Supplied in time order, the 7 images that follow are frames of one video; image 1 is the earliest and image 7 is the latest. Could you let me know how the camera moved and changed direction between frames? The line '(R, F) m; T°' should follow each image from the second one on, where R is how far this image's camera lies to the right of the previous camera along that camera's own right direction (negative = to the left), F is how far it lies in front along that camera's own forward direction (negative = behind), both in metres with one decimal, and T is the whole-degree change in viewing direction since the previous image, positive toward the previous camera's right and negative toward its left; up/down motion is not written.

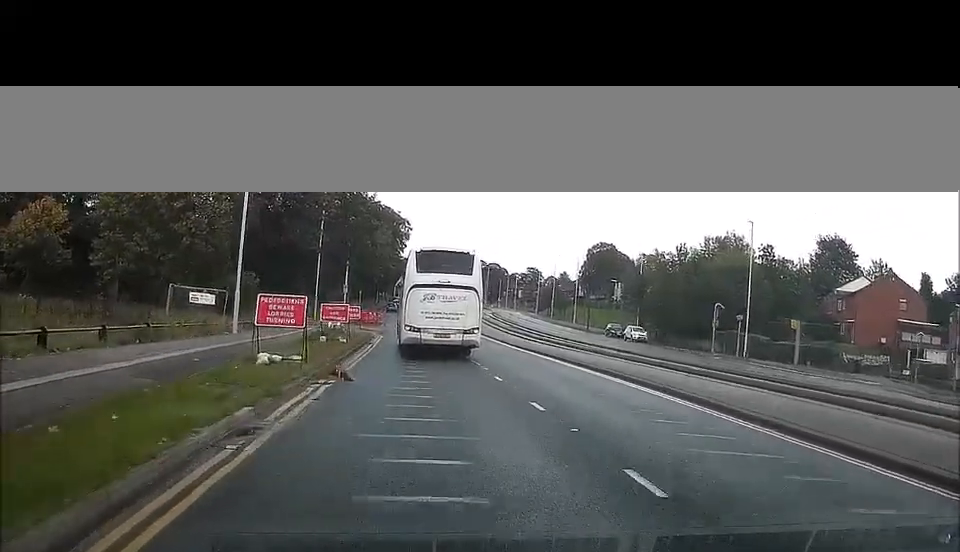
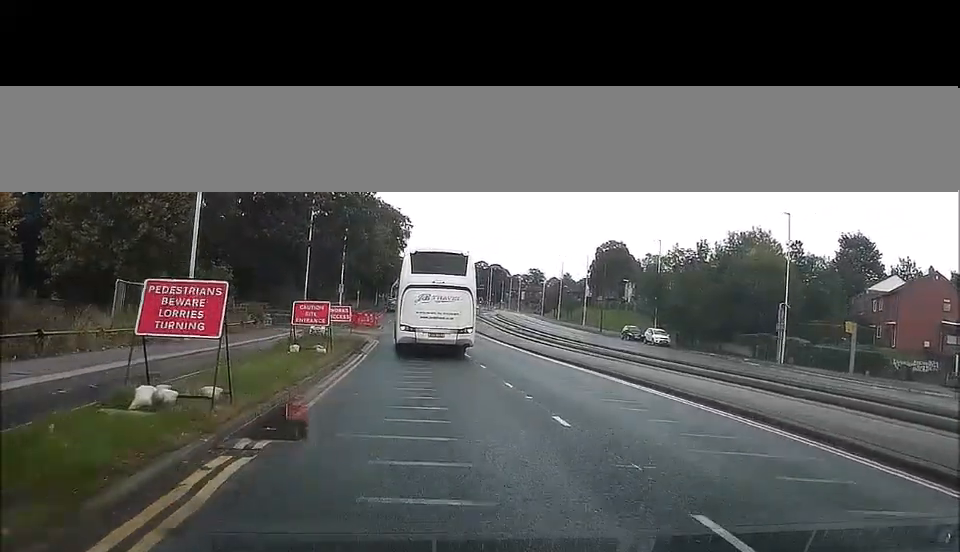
(-0.2, +7.6) m; -1°
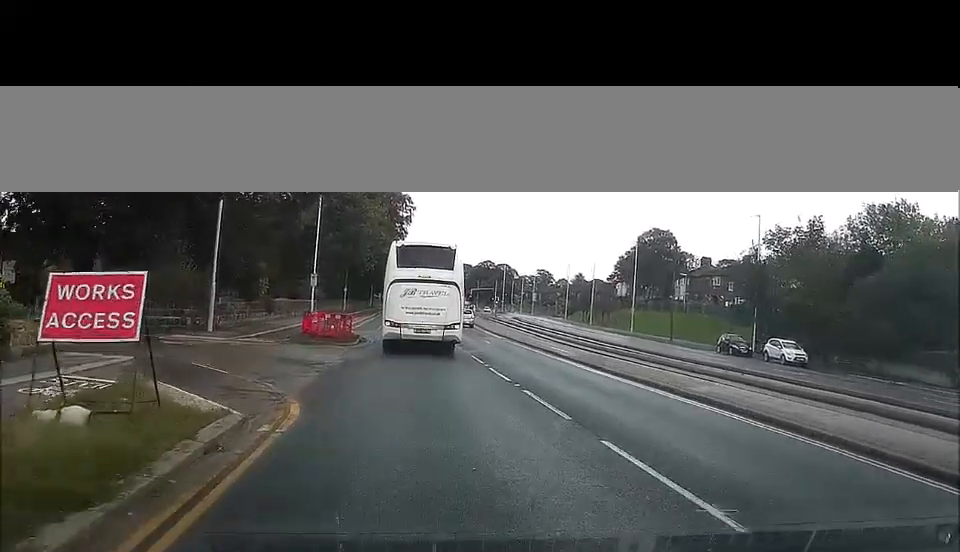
(+0.2, +29.0) m; +1°
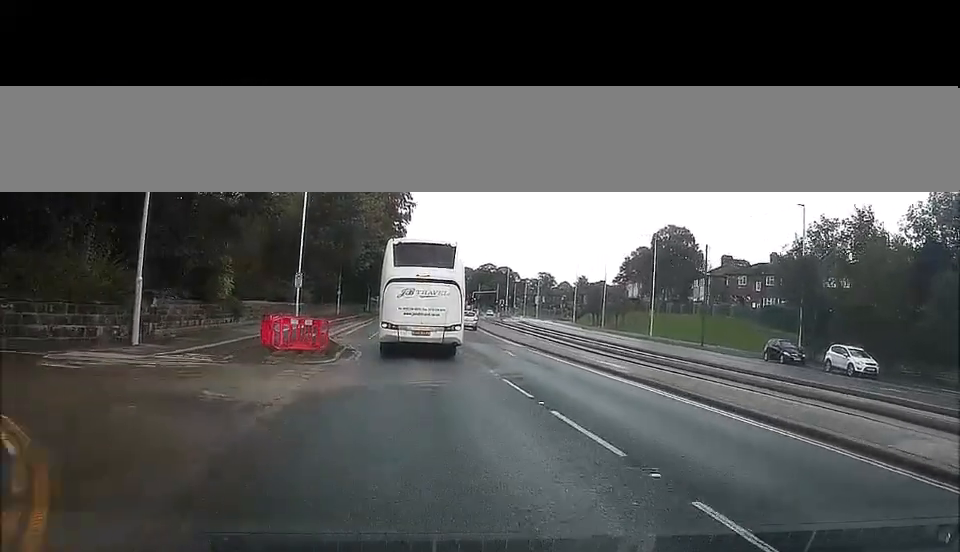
(-0.1, +8.9) m; +1°
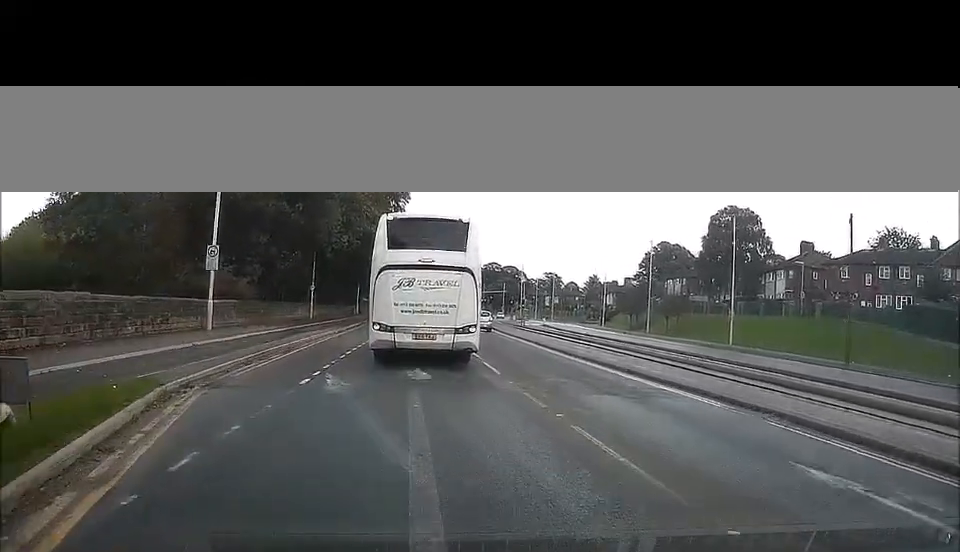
(+0.2, +25.9) m; -2°
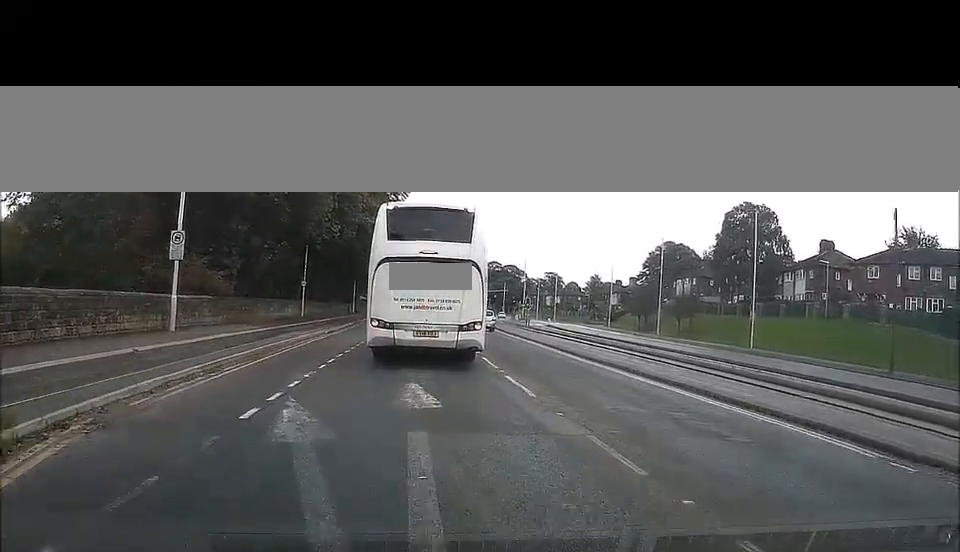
(-0.1, +5.3) m; -1°
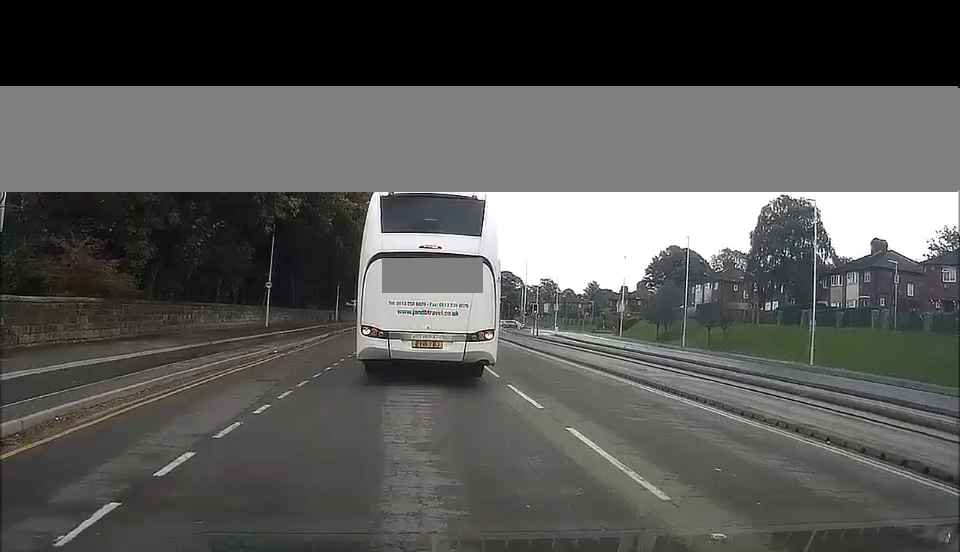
(0.0, +13.4) m; +1°
